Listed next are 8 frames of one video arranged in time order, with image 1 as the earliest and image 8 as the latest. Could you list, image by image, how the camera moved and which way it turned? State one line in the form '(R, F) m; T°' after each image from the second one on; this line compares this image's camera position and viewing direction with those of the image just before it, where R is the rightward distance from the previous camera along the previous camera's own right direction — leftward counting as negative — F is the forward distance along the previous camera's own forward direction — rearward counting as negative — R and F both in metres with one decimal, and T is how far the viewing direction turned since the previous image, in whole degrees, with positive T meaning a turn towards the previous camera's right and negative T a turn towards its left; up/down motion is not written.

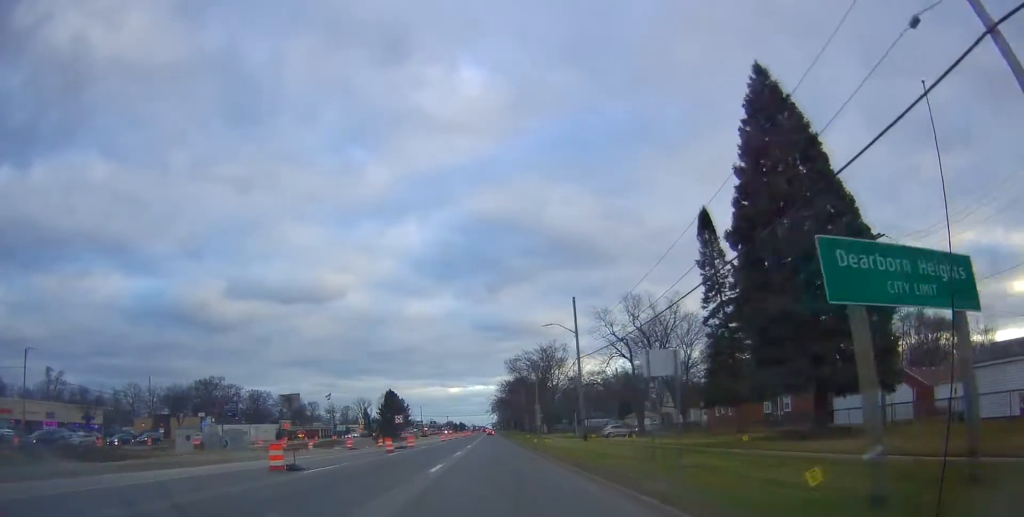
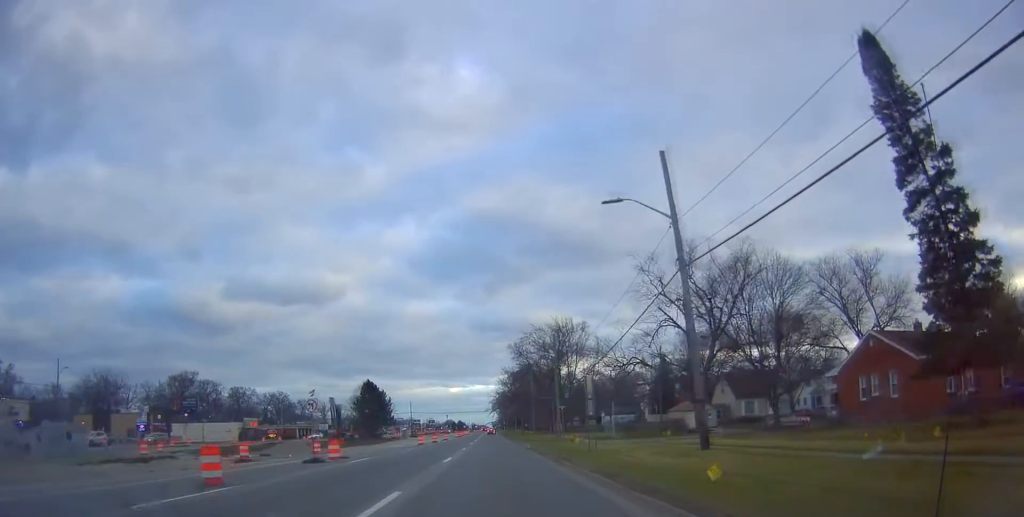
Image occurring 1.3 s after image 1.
(+0.9, +24.9) m; +2°
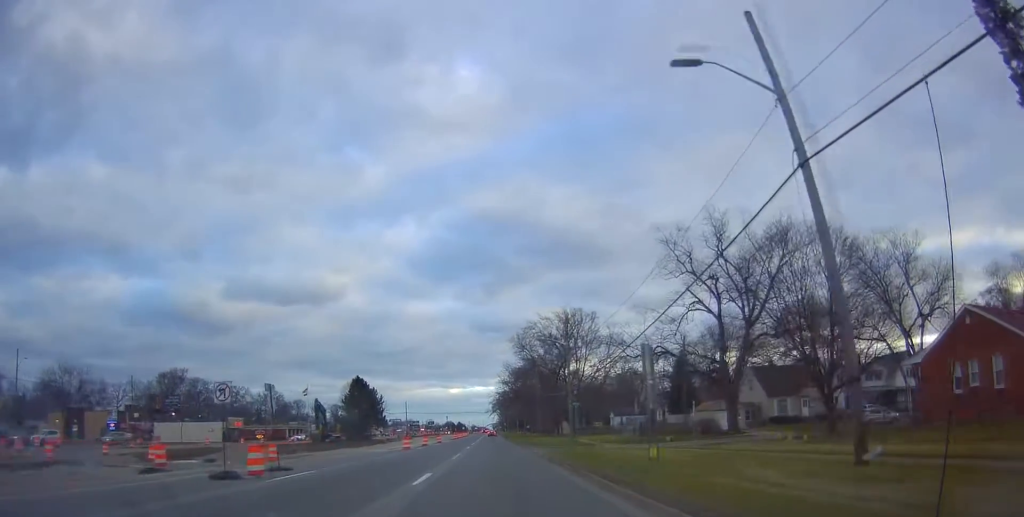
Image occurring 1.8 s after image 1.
(-0.1, +9.0) m; -1°
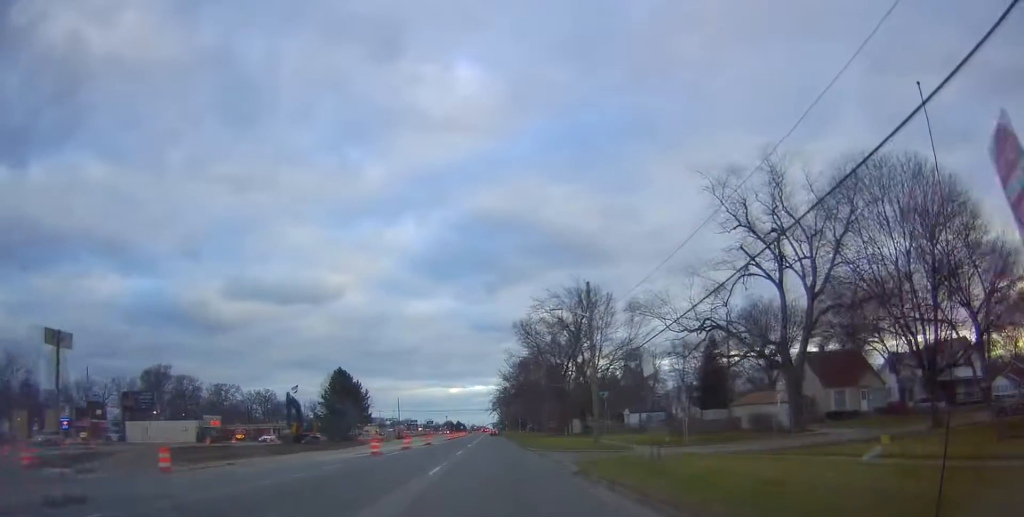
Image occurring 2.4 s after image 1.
(-0.1, +12.3) m; -1°
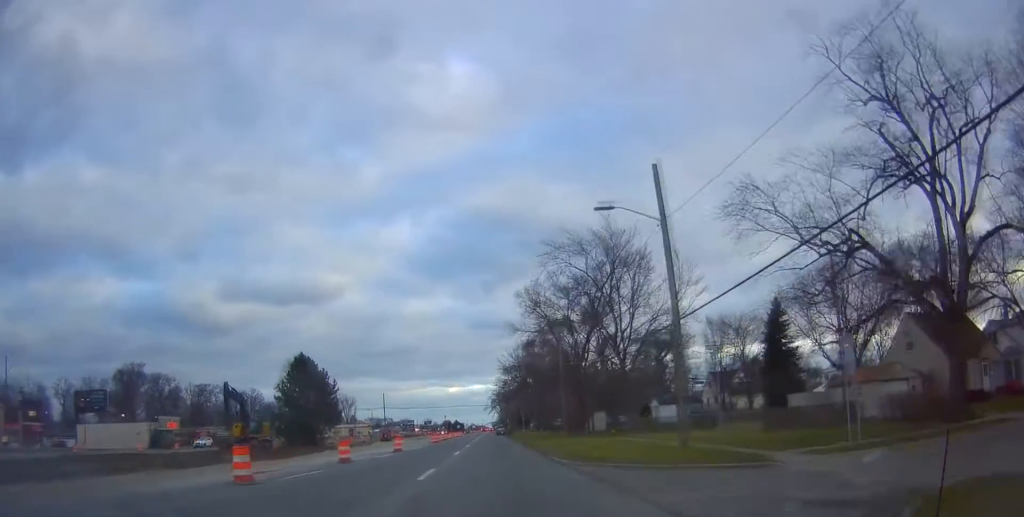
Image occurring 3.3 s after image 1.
(-0.4, +18.2) m; 0°
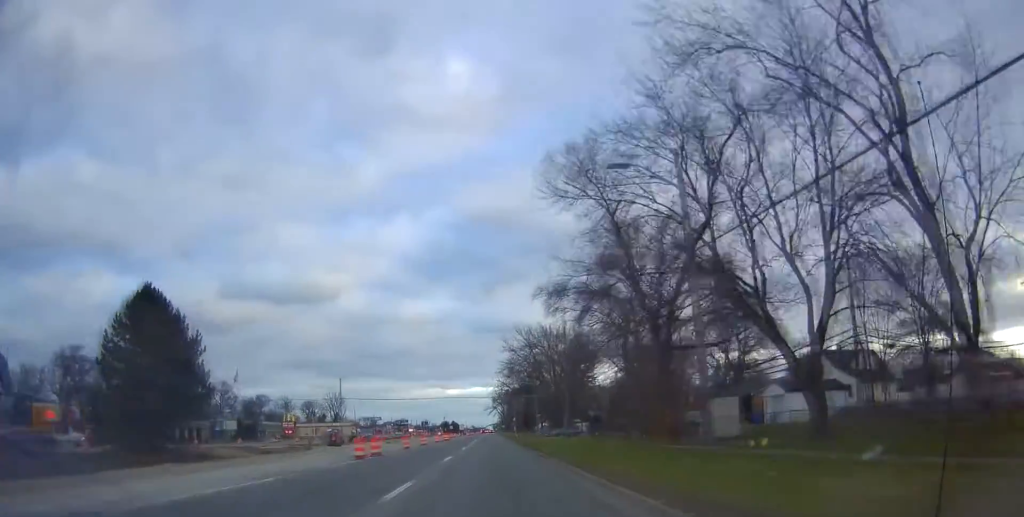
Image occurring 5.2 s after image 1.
(+1.4, +36.1) m; +2°
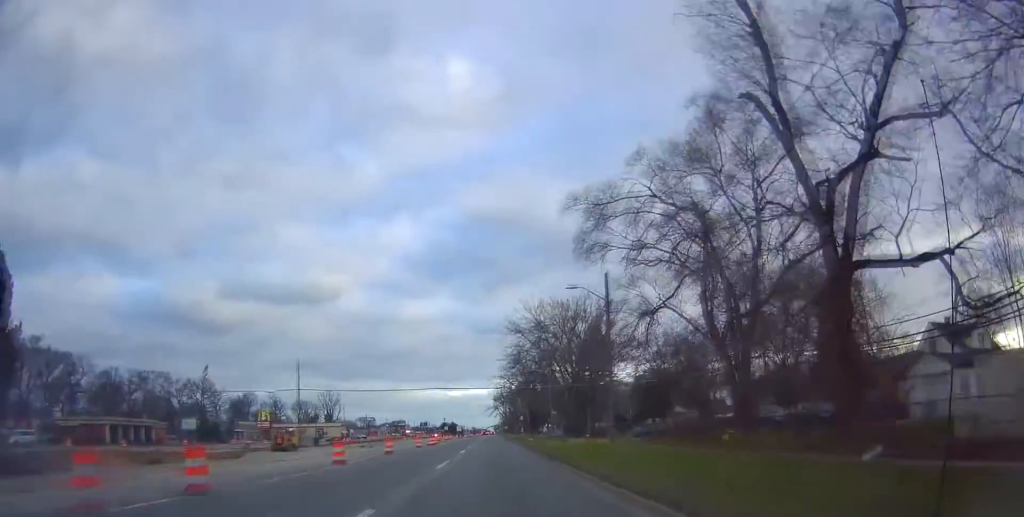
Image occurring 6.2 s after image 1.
(-0.6, +19.8) m; 0°
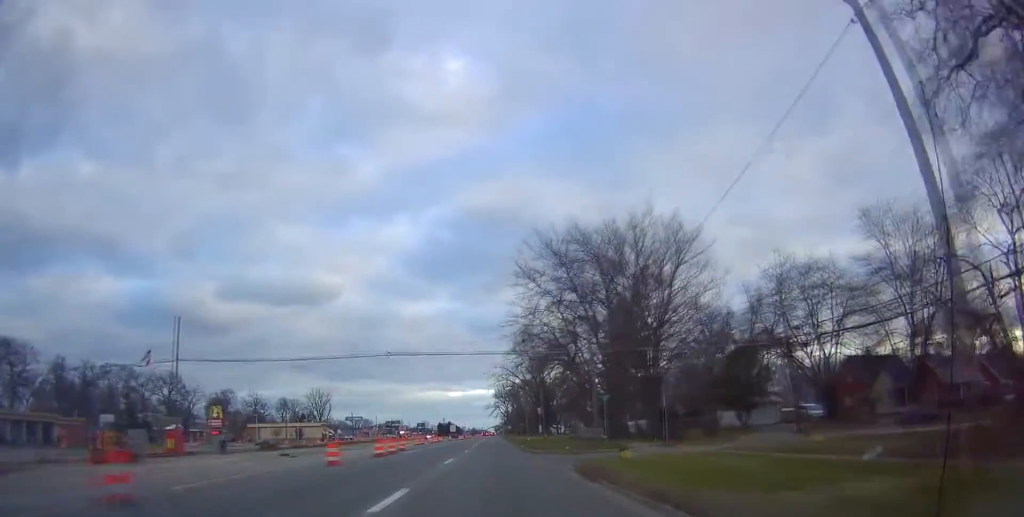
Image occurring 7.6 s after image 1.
(+0.5, +28.0) m; 0°
